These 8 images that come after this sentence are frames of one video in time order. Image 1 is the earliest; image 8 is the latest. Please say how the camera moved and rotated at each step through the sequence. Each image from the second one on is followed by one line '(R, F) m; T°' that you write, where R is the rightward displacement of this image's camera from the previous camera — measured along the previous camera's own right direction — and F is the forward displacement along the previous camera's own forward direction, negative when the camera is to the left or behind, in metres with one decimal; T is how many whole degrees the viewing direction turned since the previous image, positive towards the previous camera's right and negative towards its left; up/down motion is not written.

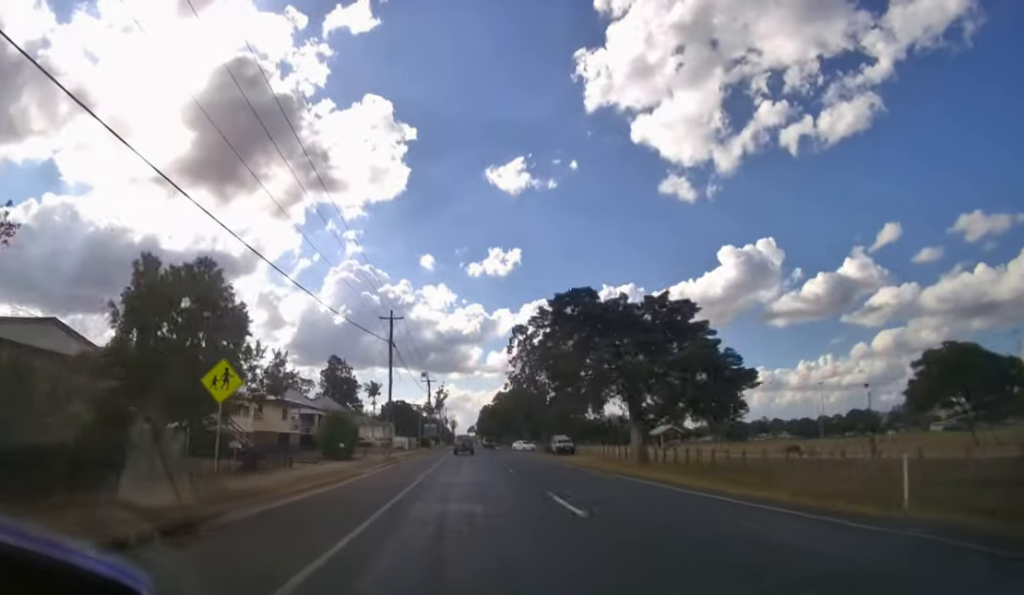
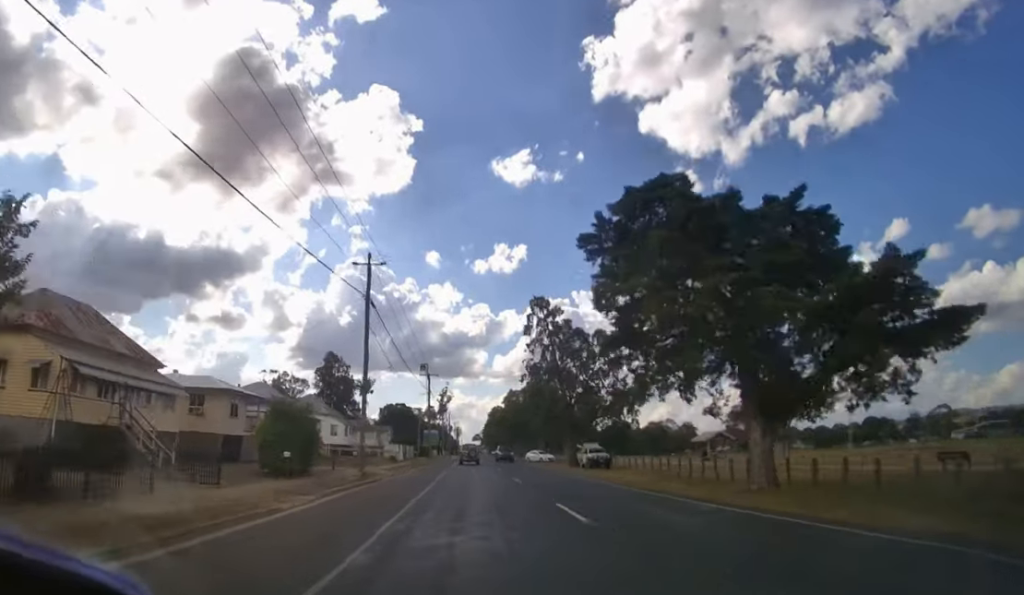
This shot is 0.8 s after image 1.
(0.0, +13.4) m; 0°
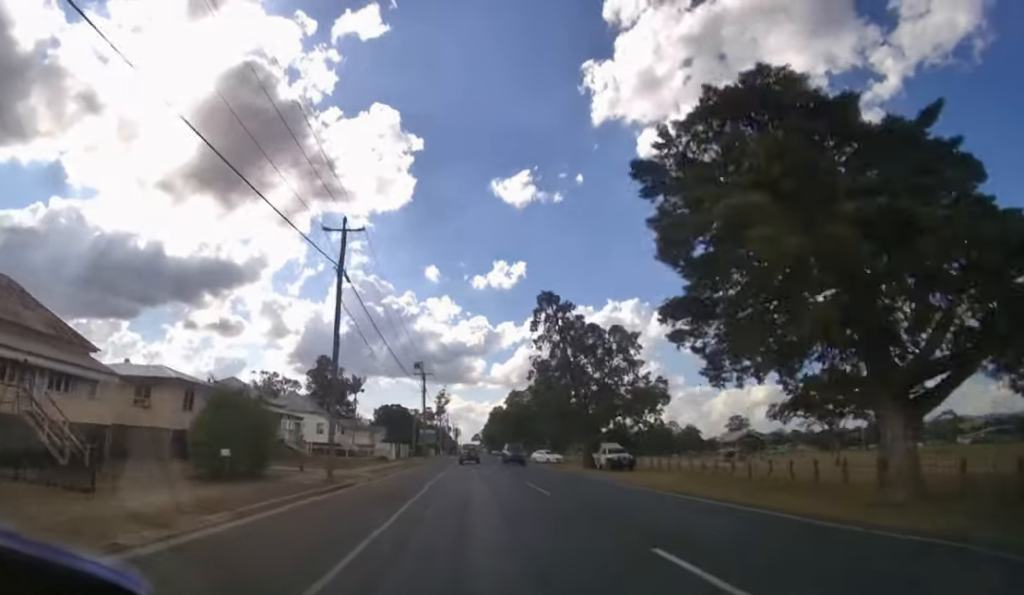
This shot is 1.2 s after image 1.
(0.0, +7.3) m; 0°
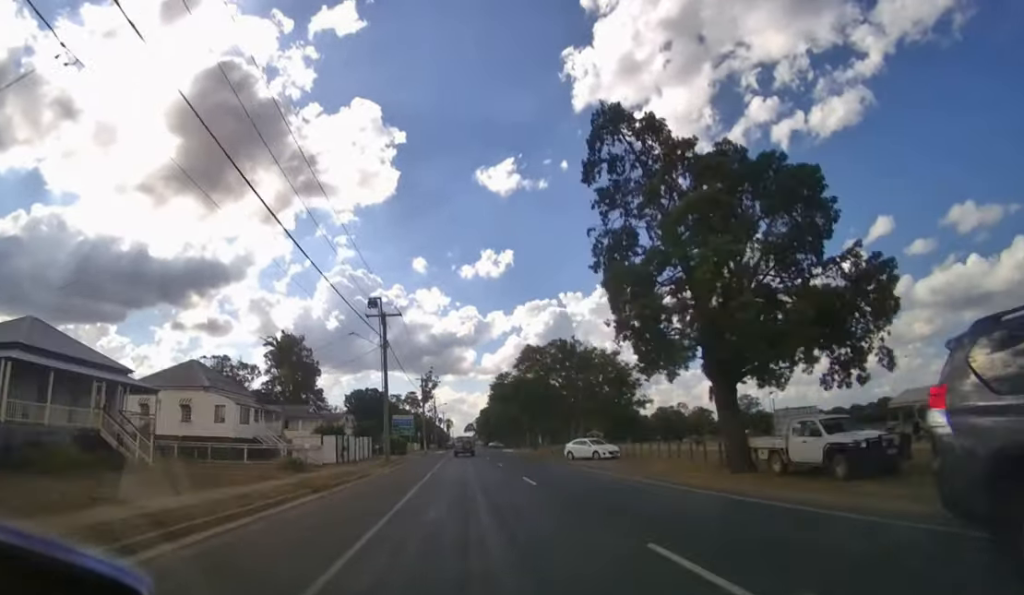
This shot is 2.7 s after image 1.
(+0.1, +26.3) m; 0°
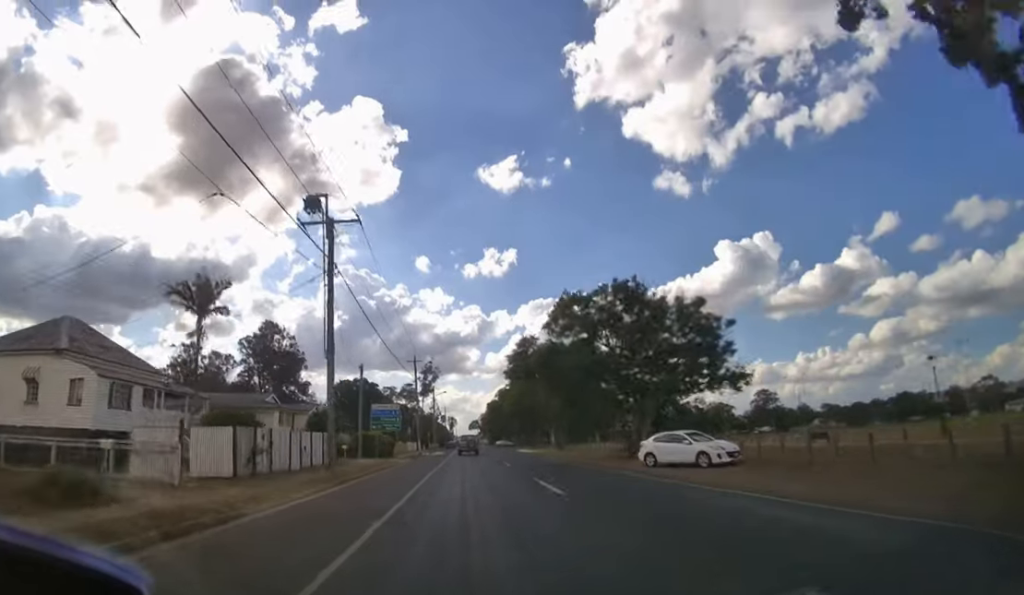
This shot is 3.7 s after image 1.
(0.0, +15.1) m; 0°
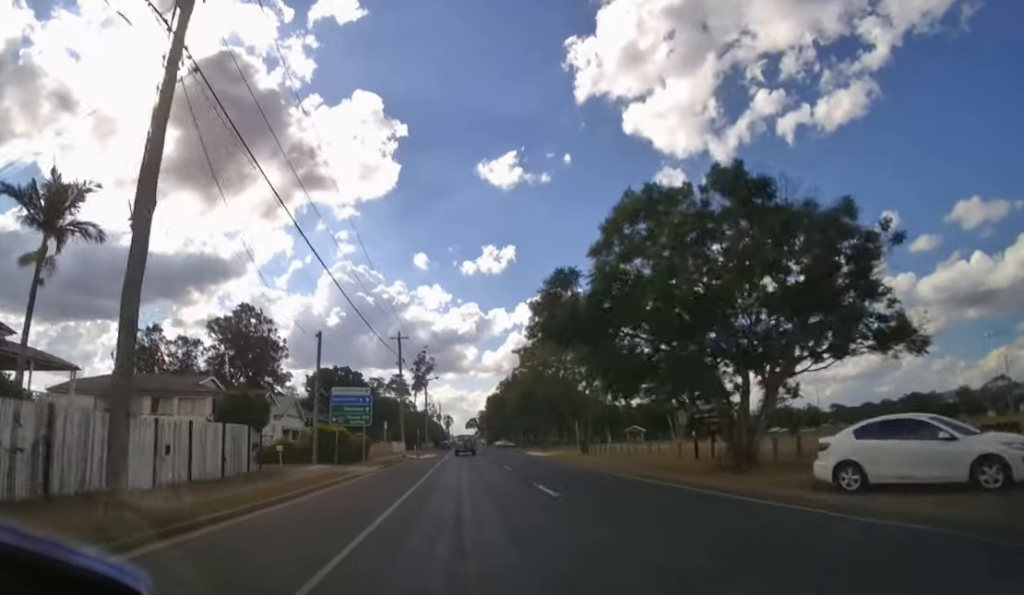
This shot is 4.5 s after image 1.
(0.0, +11.1) m; 0°
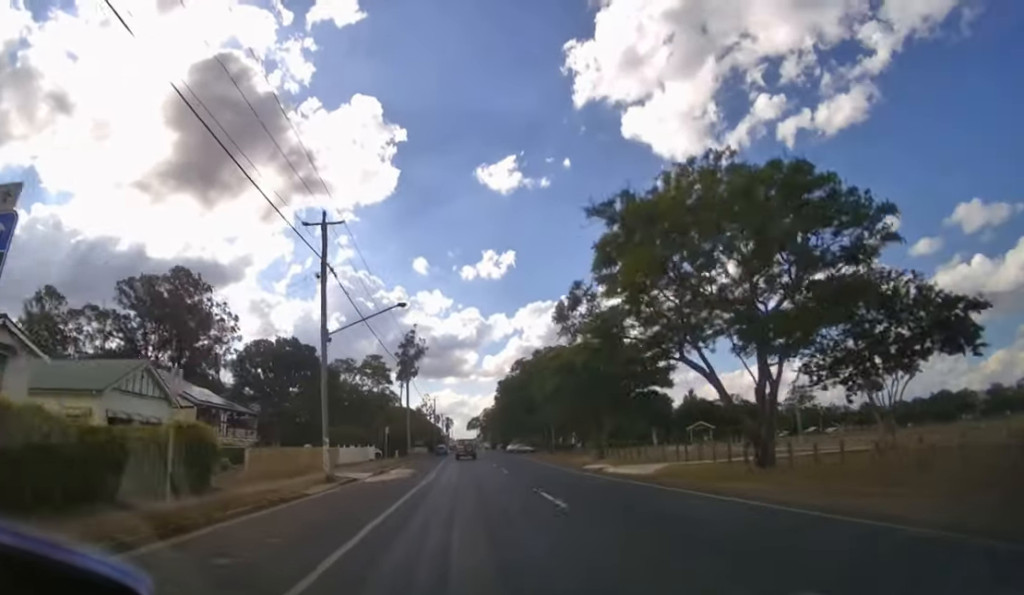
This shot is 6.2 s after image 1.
(+0.1, +21.0) m; 0°
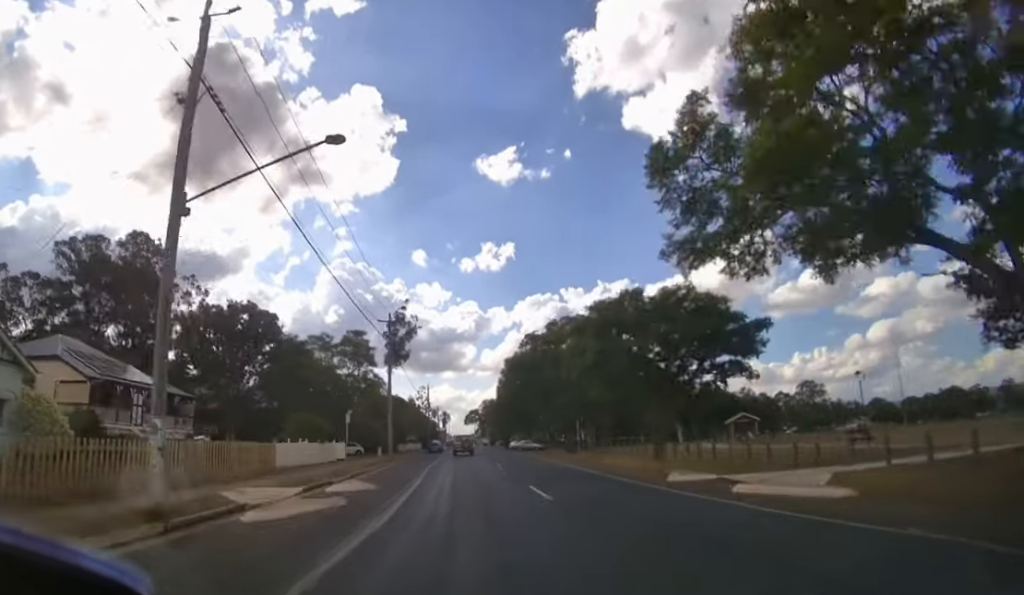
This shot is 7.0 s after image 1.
(0.0, +9.9) m; 0°
